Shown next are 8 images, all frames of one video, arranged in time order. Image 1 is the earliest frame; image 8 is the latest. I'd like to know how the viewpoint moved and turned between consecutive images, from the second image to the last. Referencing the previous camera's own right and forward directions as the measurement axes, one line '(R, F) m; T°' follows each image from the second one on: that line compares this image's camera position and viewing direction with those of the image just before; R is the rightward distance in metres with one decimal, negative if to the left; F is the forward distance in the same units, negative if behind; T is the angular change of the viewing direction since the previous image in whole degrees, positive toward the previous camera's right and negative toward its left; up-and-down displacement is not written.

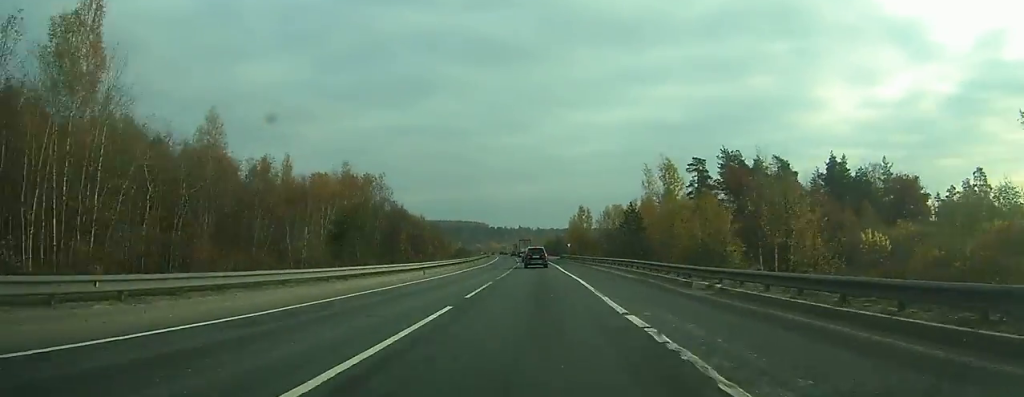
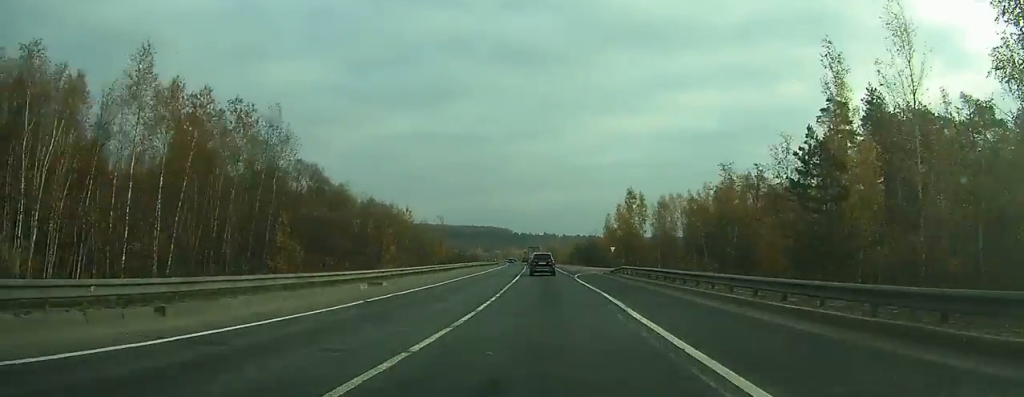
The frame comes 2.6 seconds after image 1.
(-0.5, +49.1) m; -2°
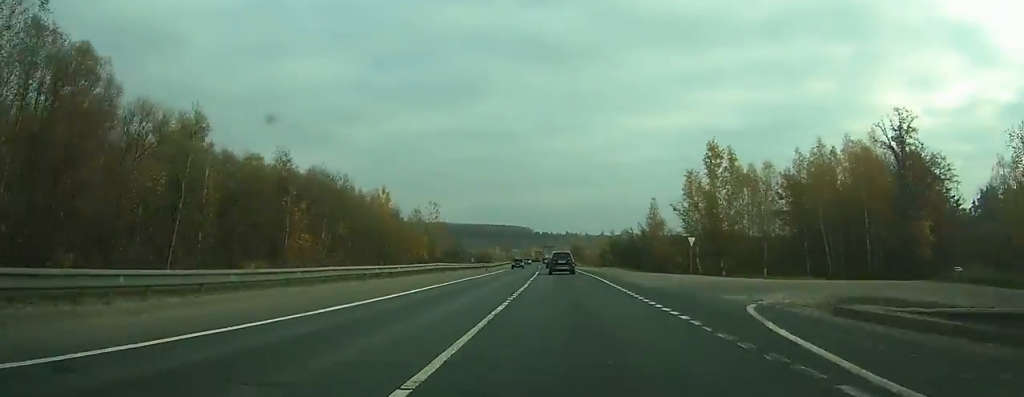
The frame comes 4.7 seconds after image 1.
(-0.5, +34.8) m; -2°
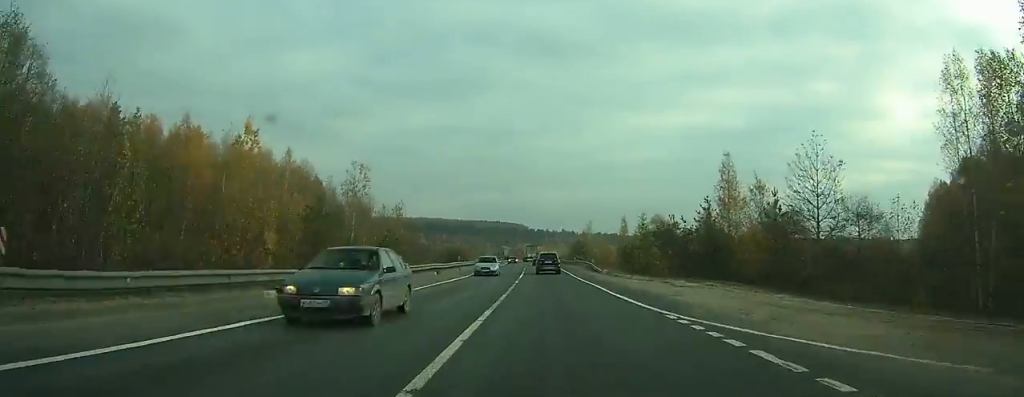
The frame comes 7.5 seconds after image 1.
(-0.5, +47.7) m; -1°
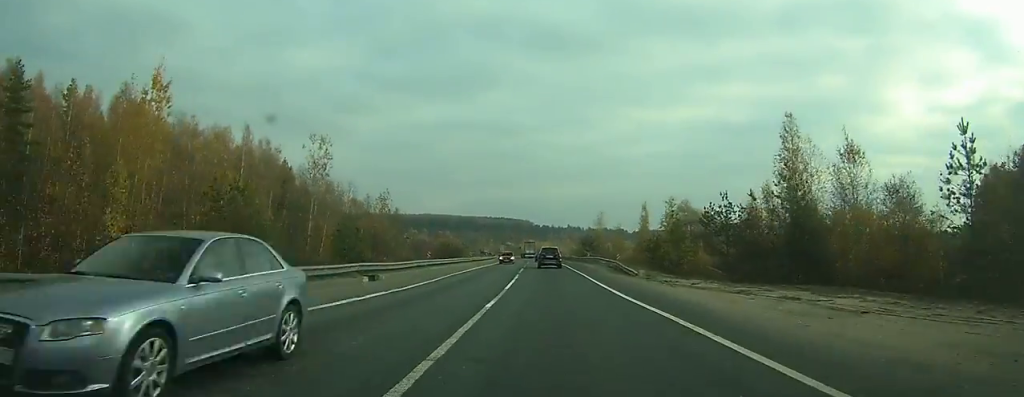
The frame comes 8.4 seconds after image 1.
(+0.1, +16.1) m; 0°
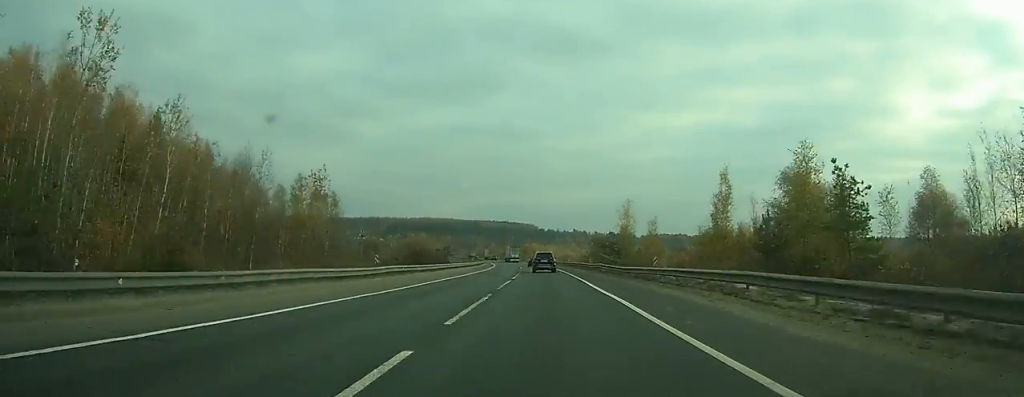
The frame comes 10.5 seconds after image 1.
(-0.3, +36.4) m; -1°
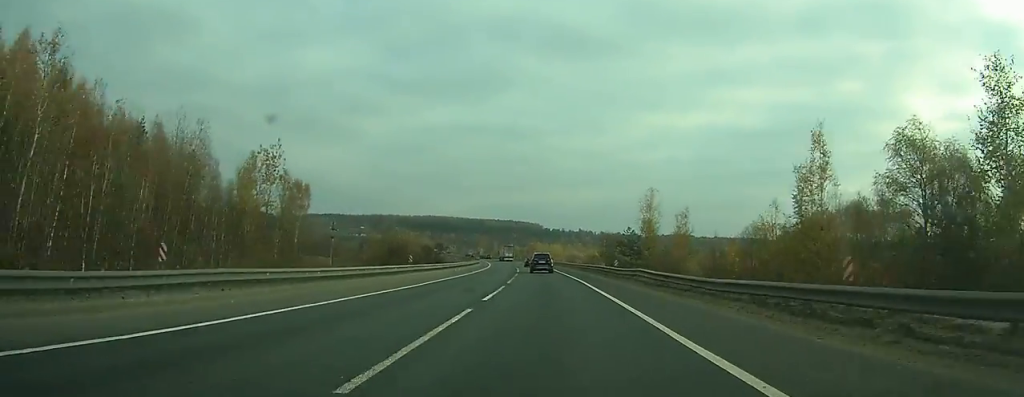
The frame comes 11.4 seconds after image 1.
(-0.1, +16.8) m; 0°
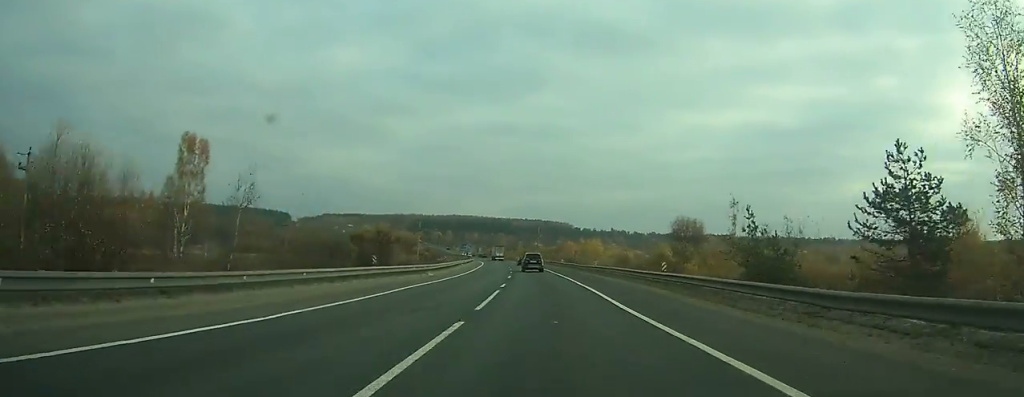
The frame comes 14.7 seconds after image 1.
(-1.0, +64.4) m; -2°
